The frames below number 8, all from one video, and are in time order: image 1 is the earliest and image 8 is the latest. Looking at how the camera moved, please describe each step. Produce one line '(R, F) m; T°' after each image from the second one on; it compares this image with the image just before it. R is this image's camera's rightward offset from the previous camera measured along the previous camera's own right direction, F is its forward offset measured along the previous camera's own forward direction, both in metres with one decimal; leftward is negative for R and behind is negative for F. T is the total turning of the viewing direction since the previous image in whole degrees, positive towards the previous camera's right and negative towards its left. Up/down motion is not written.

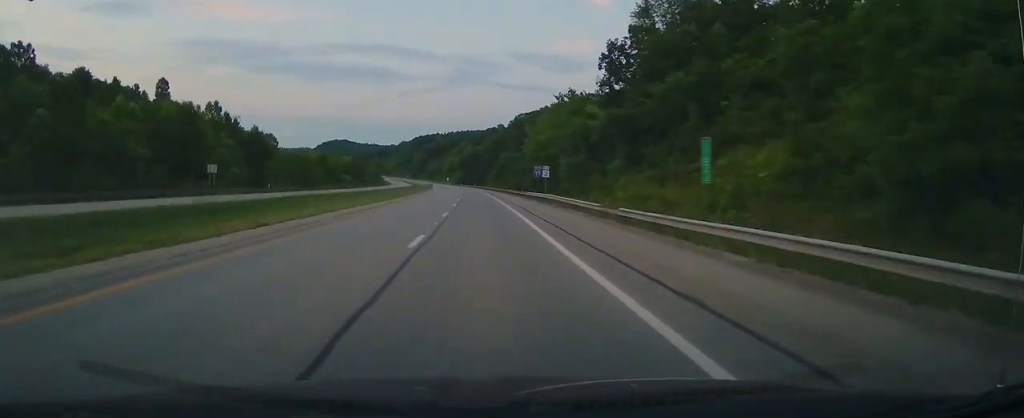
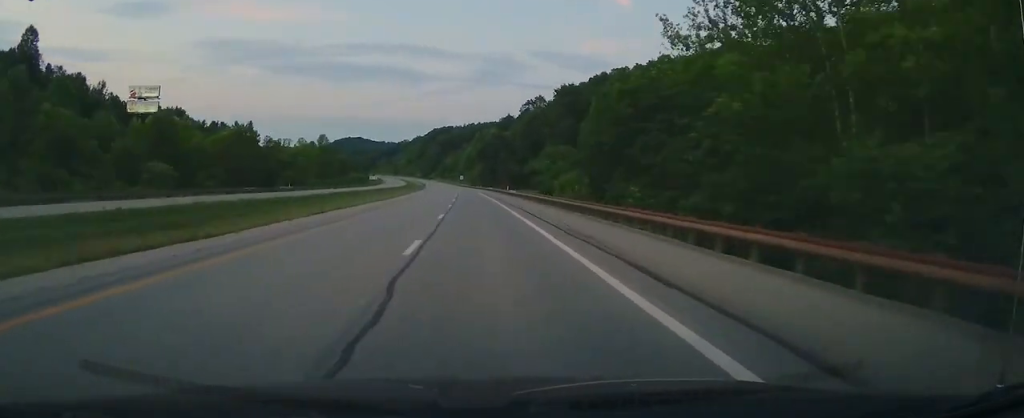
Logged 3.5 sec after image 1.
(-3.2, +114.8) m; -3°
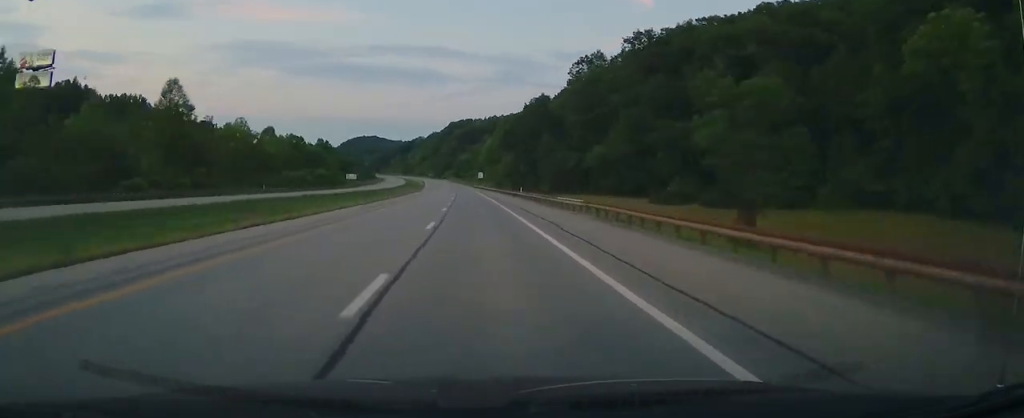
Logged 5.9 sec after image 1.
(-2.3, +79.9) m; -2°
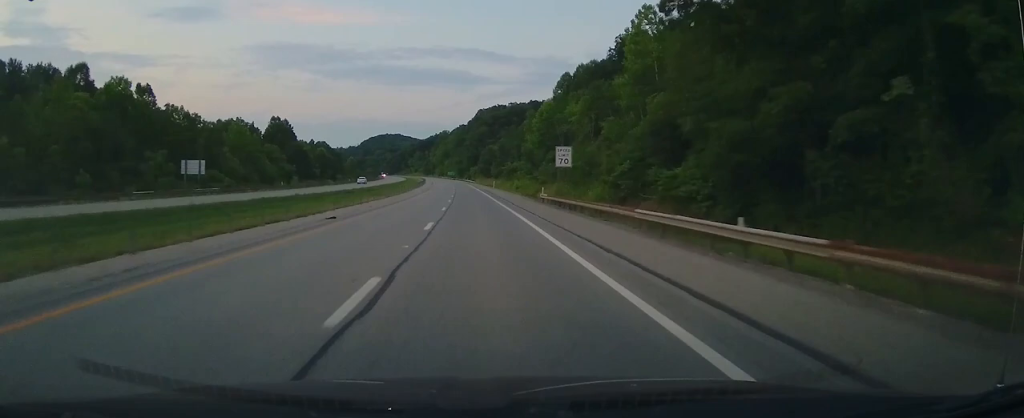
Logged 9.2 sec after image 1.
(-3.0, +111.4) m; -3°
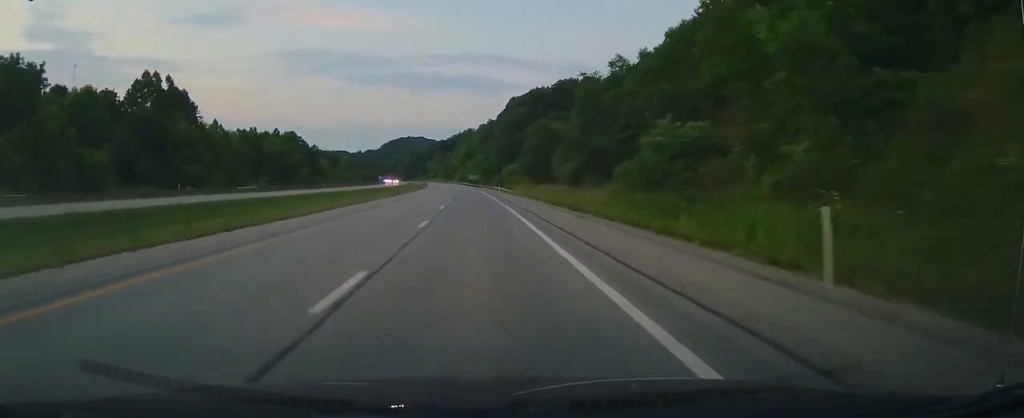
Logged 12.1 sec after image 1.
(-1.7, +98.1) m; -3°
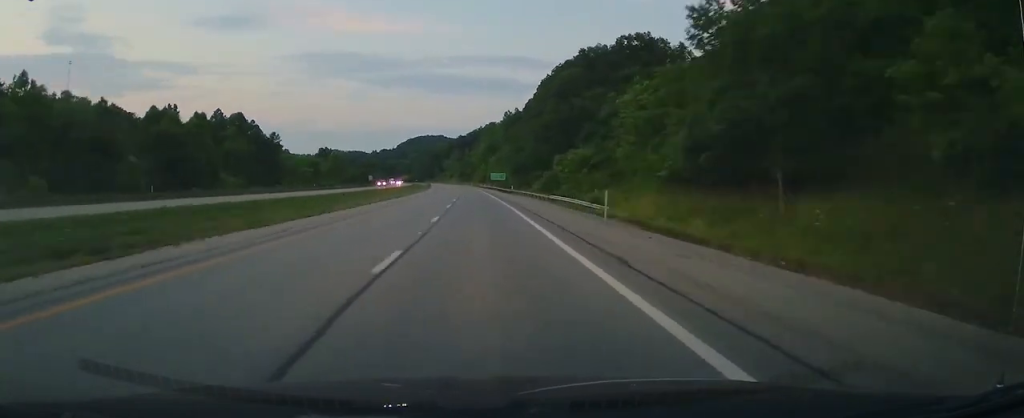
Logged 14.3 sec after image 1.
(-2.0, +71.1) m; -2°
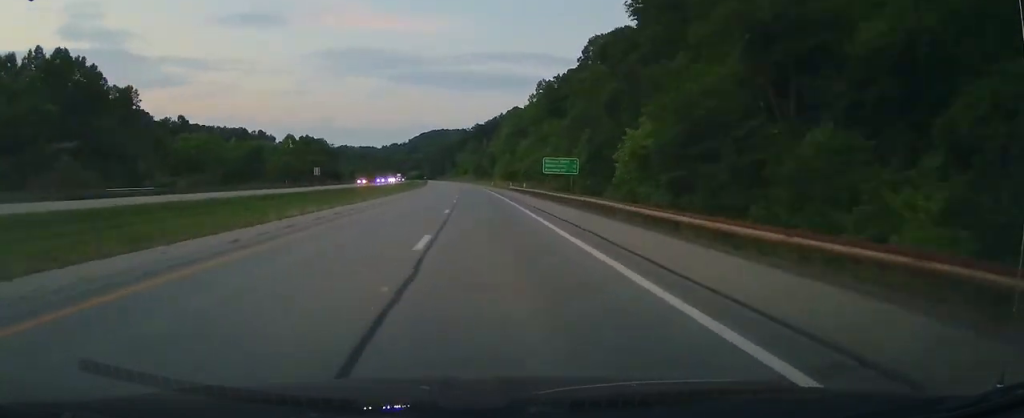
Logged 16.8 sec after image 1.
(-1.4, +84.2) m; -2°
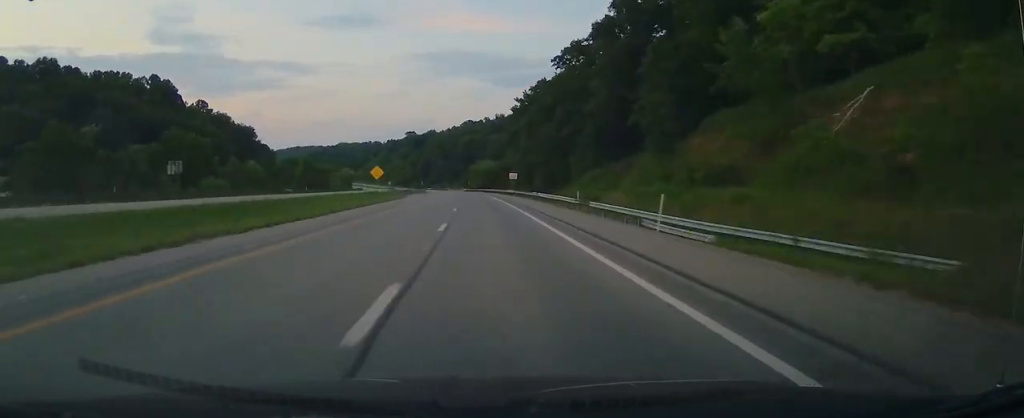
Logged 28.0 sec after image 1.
(-31.2, +367.8) m; -11°
